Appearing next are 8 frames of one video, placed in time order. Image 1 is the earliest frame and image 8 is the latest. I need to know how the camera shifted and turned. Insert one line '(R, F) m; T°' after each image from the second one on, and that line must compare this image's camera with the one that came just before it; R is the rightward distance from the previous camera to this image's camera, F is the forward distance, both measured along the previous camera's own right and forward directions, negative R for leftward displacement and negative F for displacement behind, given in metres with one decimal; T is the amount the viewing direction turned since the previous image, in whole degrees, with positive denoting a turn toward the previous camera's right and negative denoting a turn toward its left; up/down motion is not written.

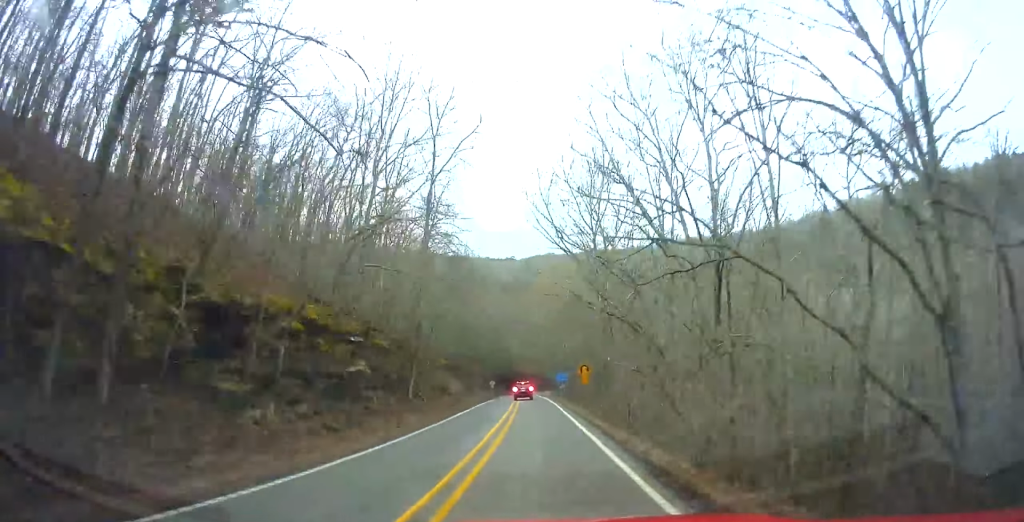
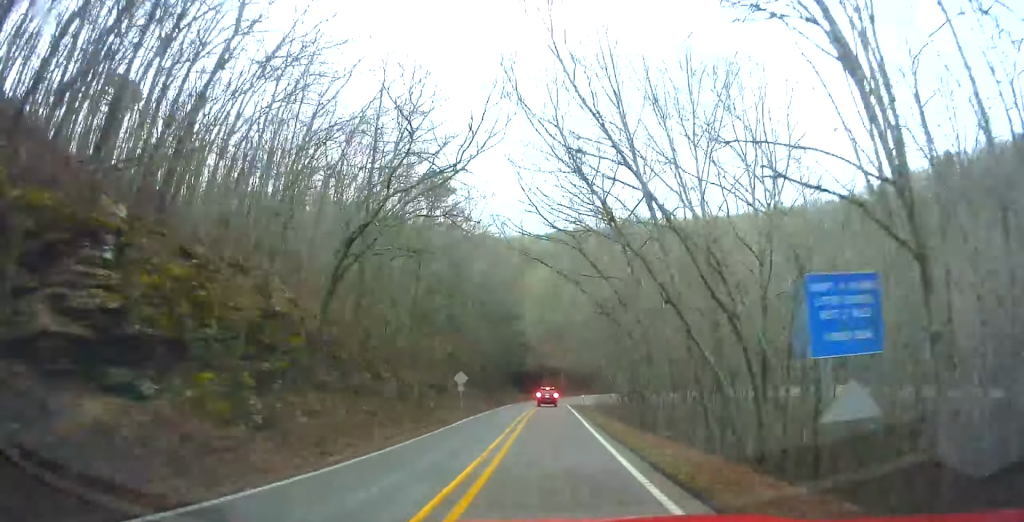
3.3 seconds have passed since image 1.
(-8.4, +55.5) m; -10°
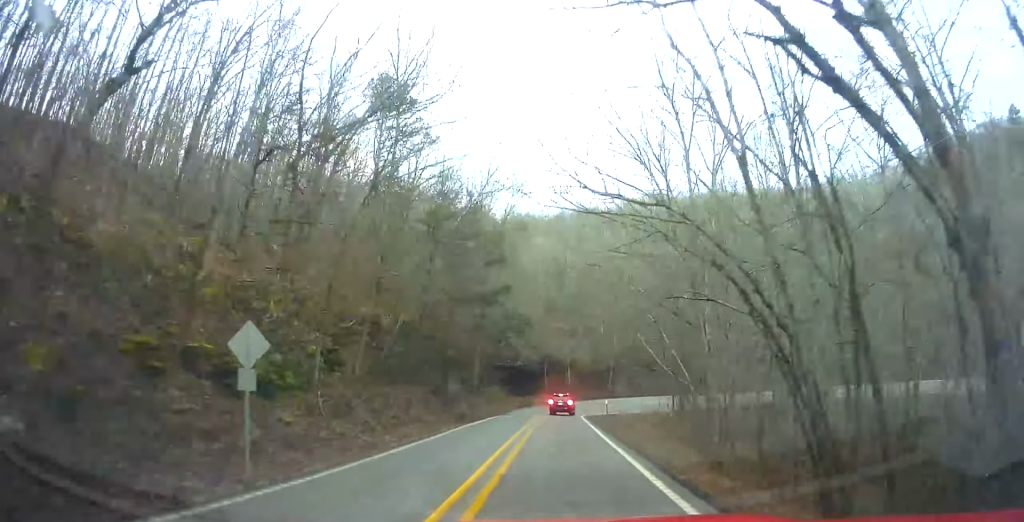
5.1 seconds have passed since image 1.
(-0.2, +28.2) m; 0°
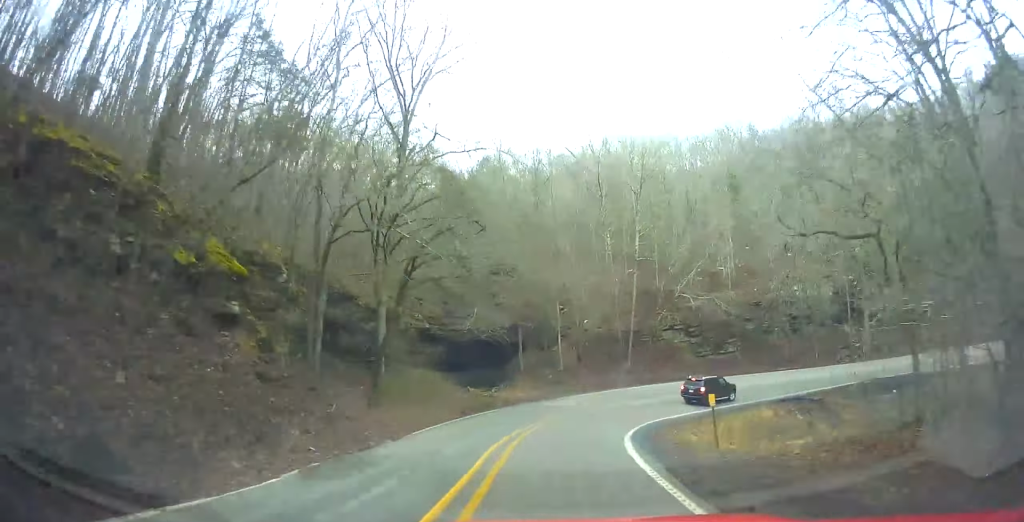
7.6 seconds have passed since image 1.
(+0.2, +35.7) m; +3°
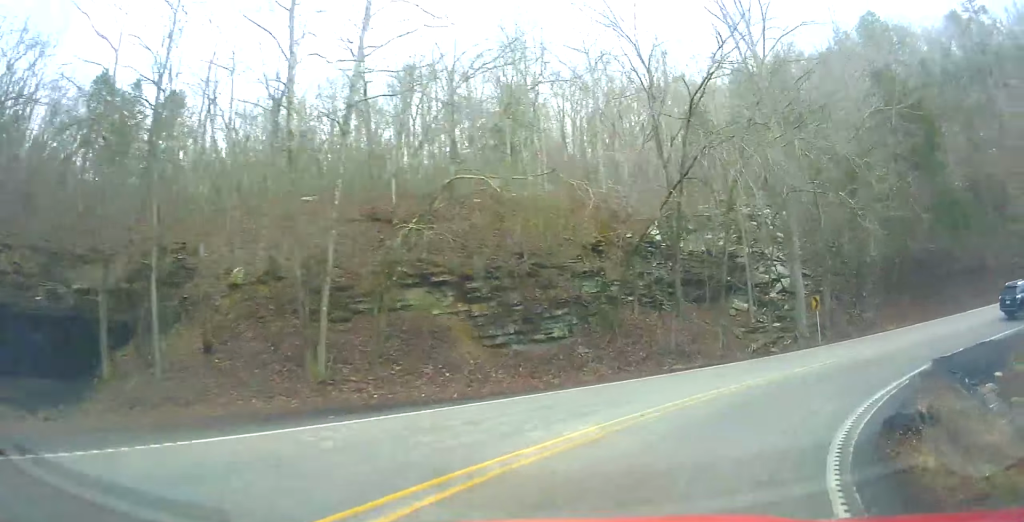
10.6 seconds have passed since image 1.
(+1.7, +36.6) m; +19°
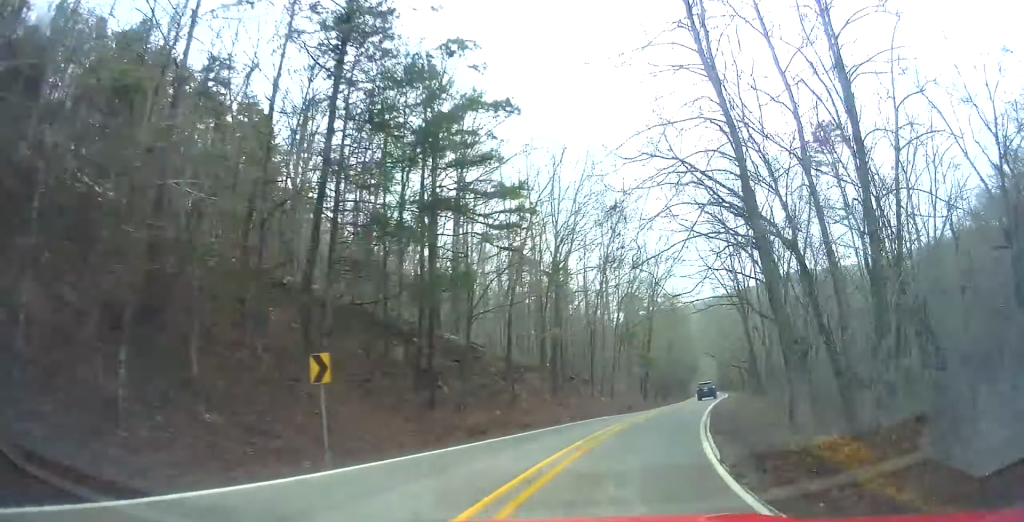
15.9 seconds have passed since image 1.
(+27.6, +31.6) m; +98°
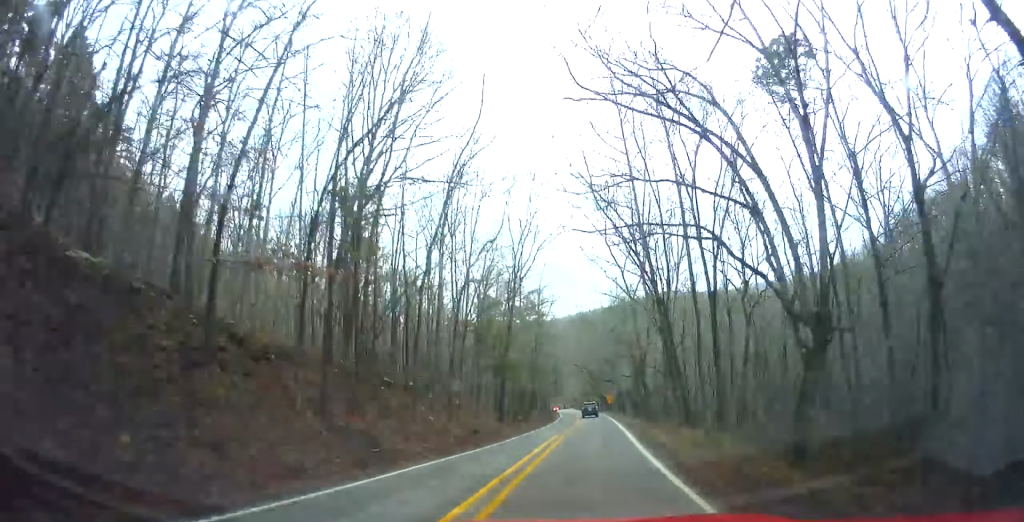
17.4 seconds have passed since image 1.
(+5.6, +17.2) m; +21°
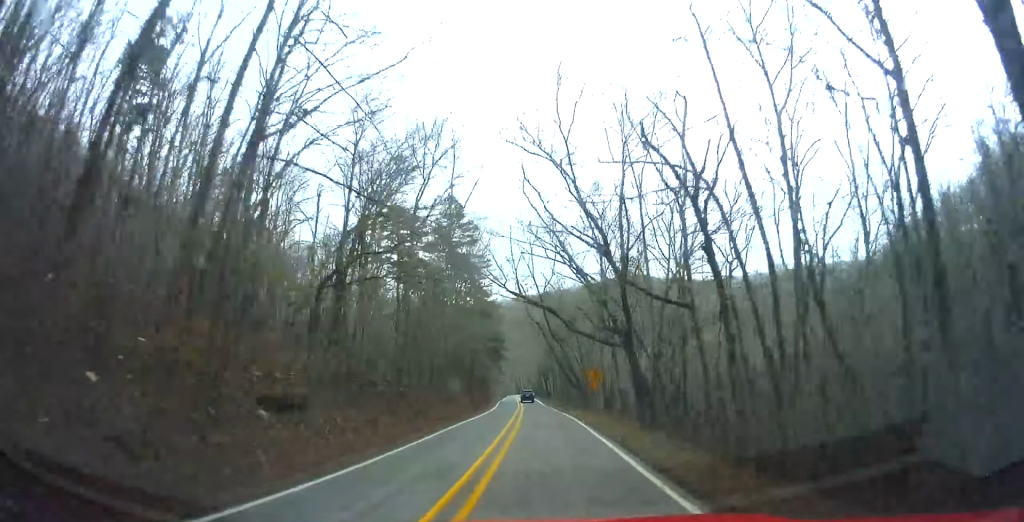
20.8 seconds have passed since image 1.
(+14.1, +47.3) m; +20°
